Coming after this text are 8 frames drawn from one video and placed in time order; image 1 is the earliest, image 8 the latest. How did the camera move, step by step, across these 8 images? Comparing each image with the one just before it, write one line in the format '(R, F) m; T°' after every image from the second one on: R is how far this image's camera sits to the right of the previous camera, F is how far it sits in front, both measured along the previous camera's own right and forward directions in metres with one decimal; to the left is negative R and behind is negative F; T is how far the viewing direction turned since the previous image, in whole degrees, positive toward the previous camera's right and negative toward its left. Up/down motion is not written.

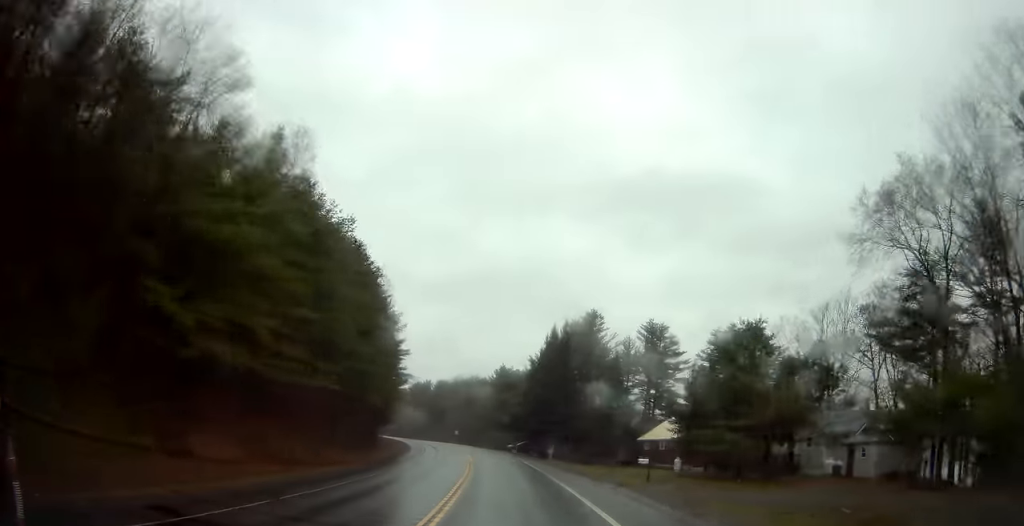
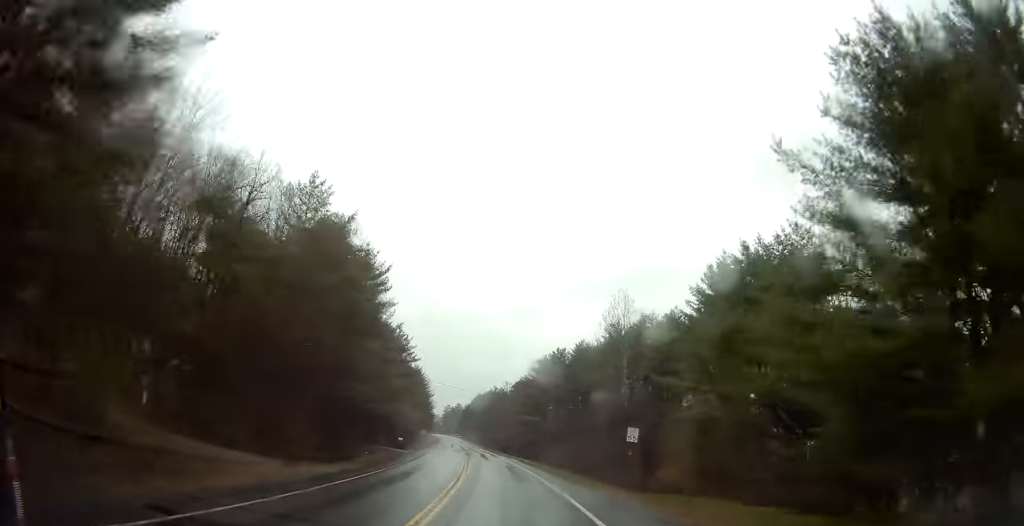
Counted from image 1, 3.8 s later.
(-12.7, +95.6) m; -14°
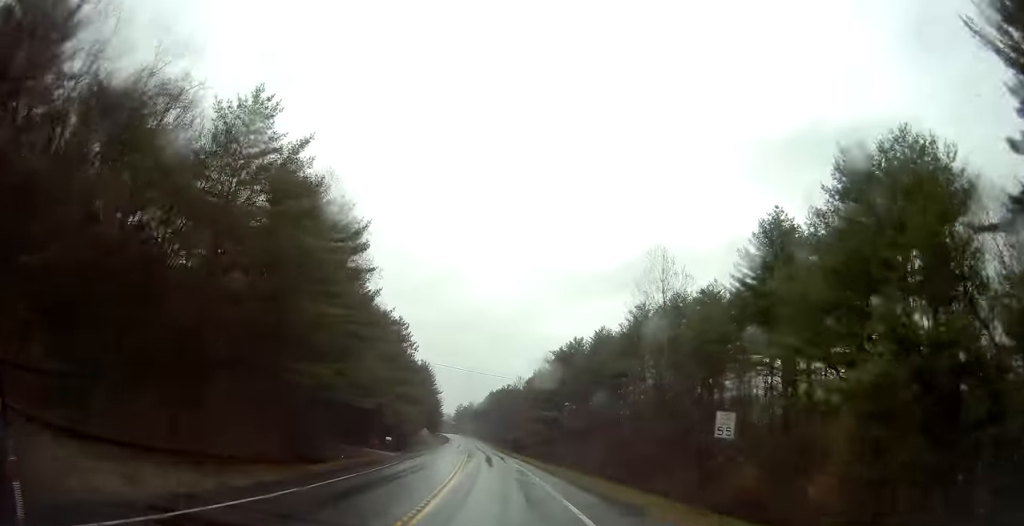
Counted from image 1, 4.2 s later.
(0.0, +12.0) m; -1°
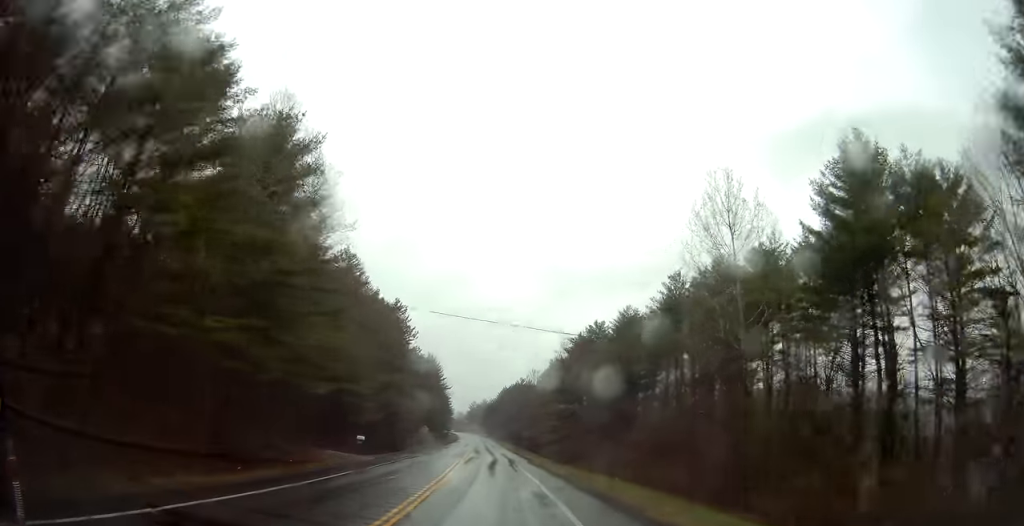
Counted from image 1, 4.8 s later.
(-0.4, +13.7) m; -2°
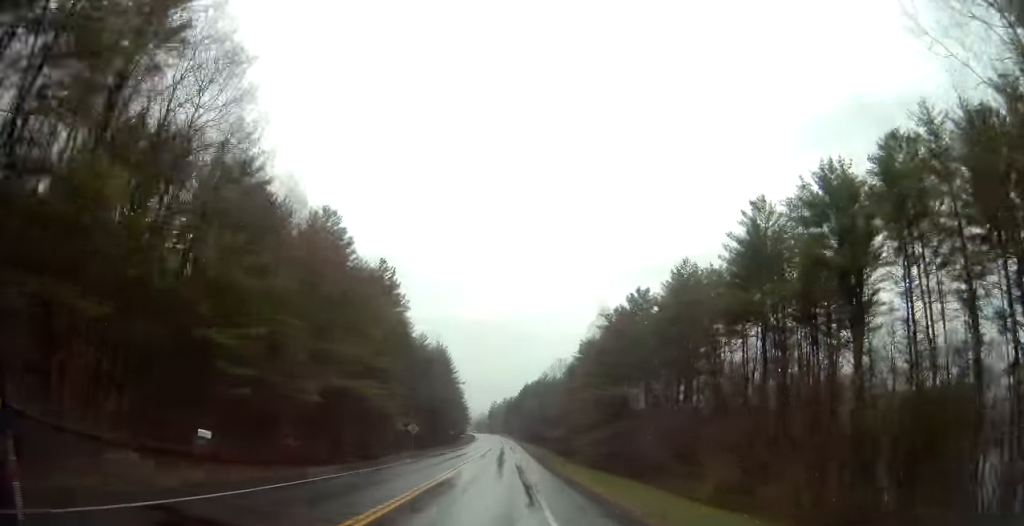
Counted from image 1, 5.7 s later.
(-0.6, +23.3) m; -3°
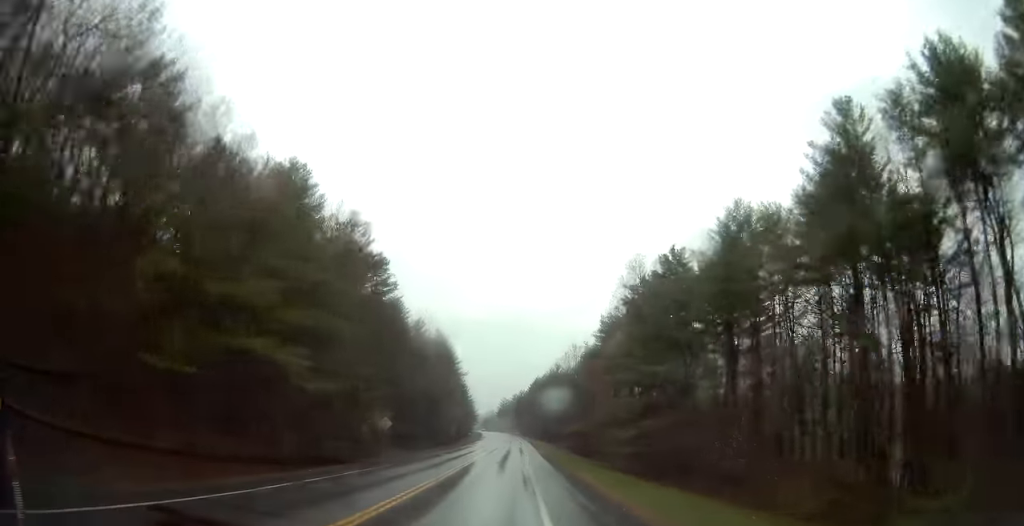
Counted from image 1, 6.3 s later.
(-0.2, +16.5) m; -1°
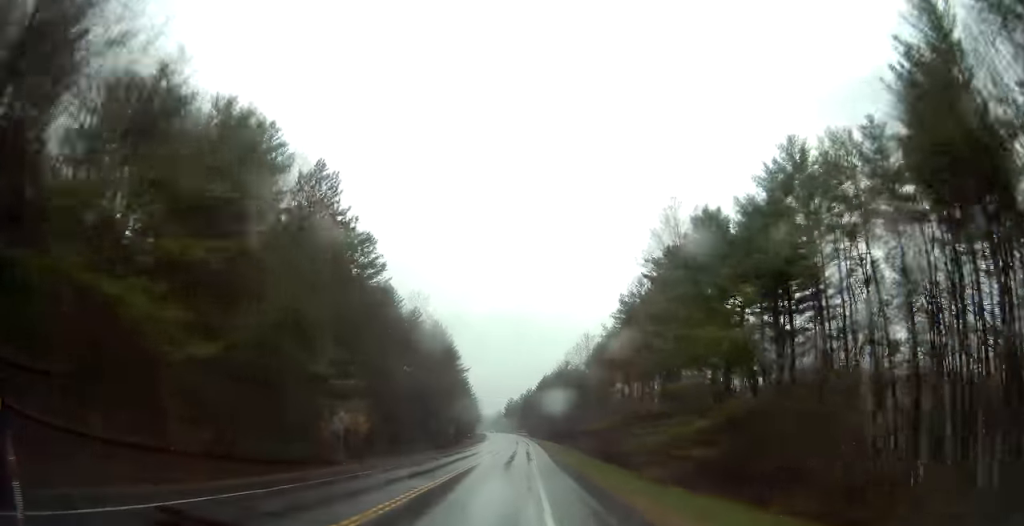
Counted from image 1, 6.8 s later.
(-0.2, +12.2) m; 0°
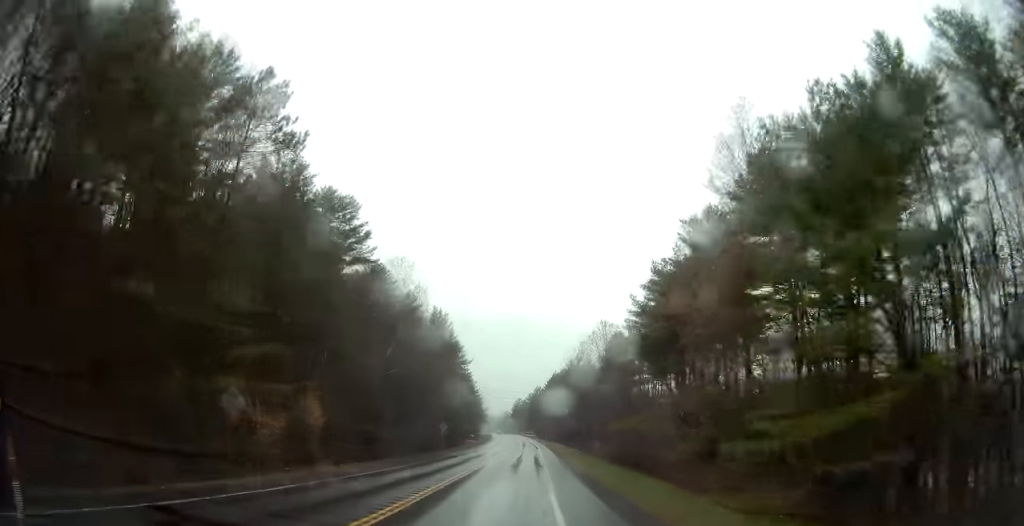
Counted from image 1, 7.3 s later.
(-0.1, +14.0) m; 0°
